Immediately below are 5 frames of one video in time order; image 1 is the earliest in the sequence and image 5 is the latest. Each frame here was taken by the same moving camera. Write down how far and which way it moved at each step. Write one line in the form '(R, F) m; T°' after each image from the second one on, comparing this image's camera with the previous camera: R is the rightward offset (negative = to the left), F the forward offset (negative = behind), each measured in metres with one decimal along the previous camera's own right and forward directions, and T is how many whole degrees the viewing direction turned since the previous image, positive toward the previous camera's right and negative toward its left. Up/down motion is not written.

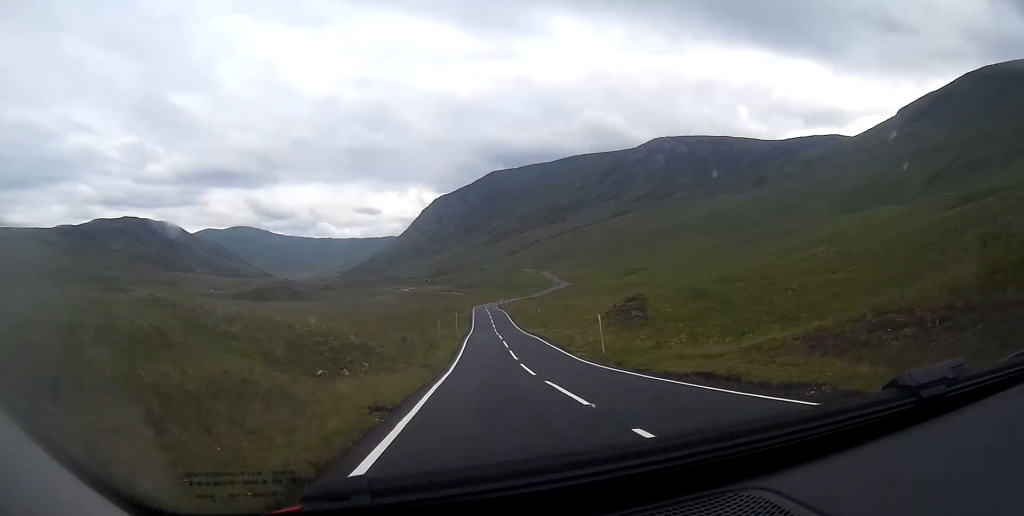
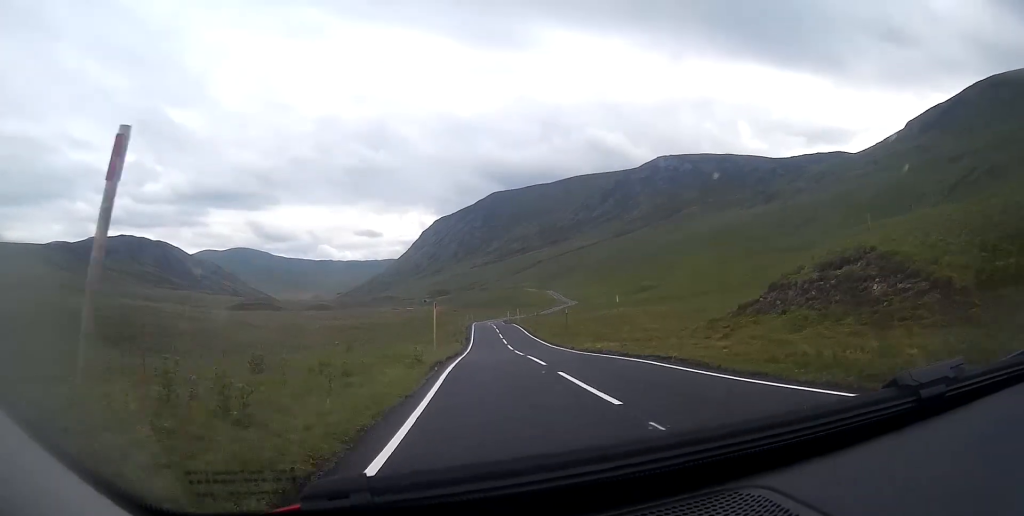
(+0.3, +28.9) m; 0°
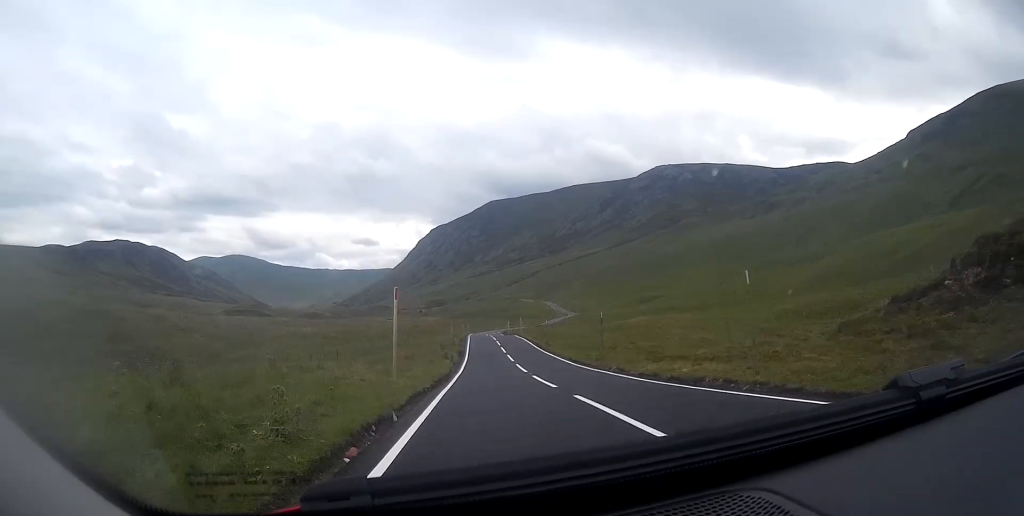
(-0.1, +11.8) m; 0°
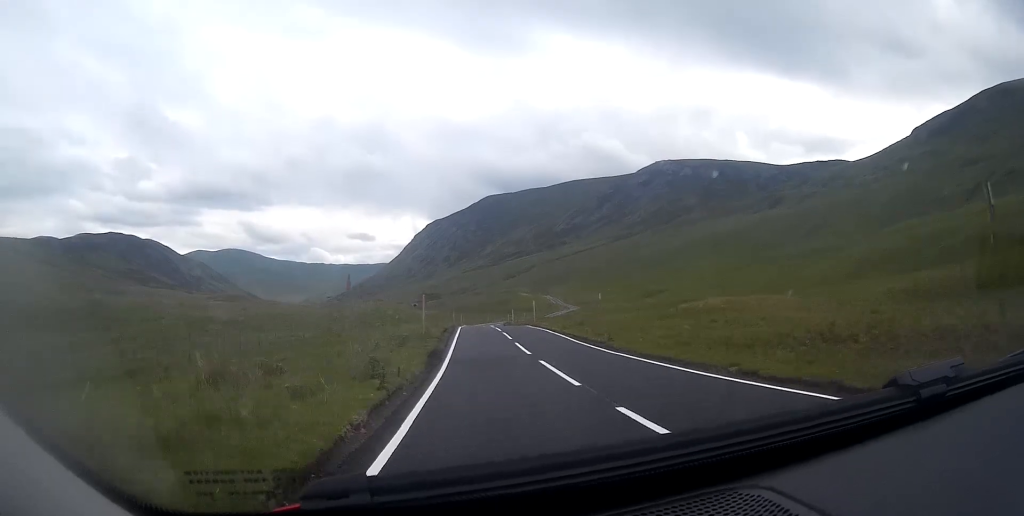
(+0.1, +22.4) m; 0°
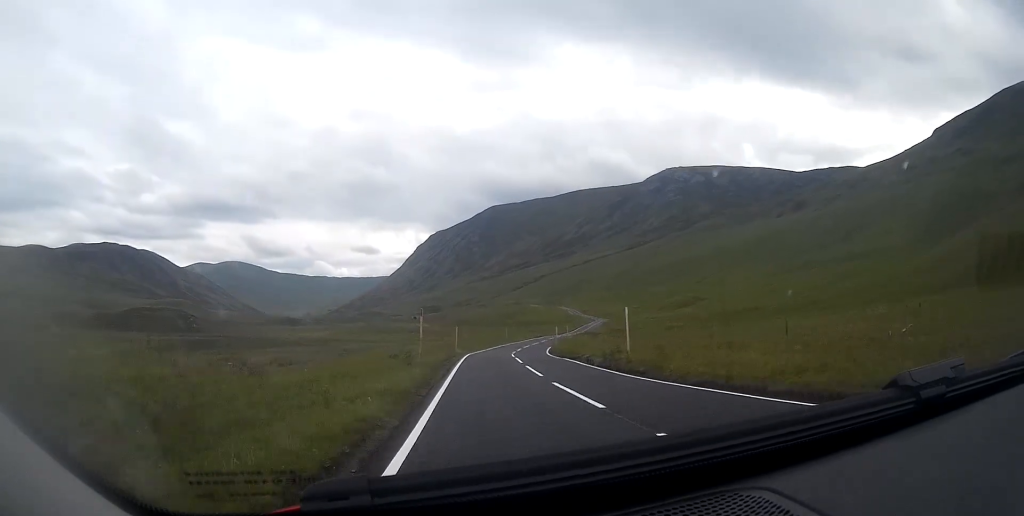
(-0.6, +56.5) m; -1°
